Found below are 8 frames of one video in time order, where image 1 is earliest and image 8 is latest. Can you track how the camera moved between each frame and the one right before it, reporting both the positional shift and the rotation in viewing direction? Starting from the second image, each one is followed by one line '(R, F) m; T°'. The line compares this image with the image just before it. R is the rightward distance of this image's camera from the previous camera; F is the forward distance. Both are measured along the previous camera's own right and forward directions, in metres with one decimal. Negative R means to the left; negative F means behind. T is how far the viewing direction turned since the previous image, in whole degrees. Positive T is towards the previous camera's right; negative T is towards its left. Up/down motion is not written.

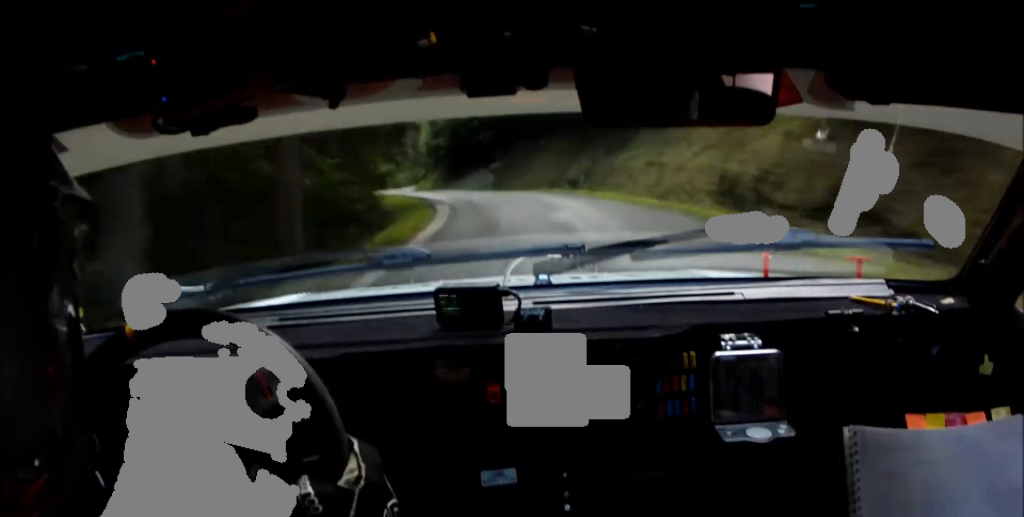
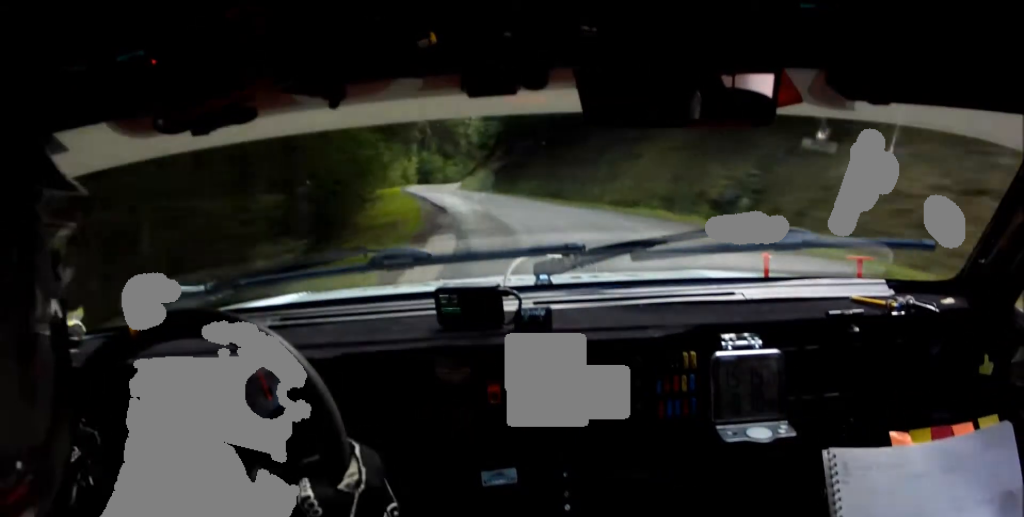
(-0.3, +17.5) m; -2°
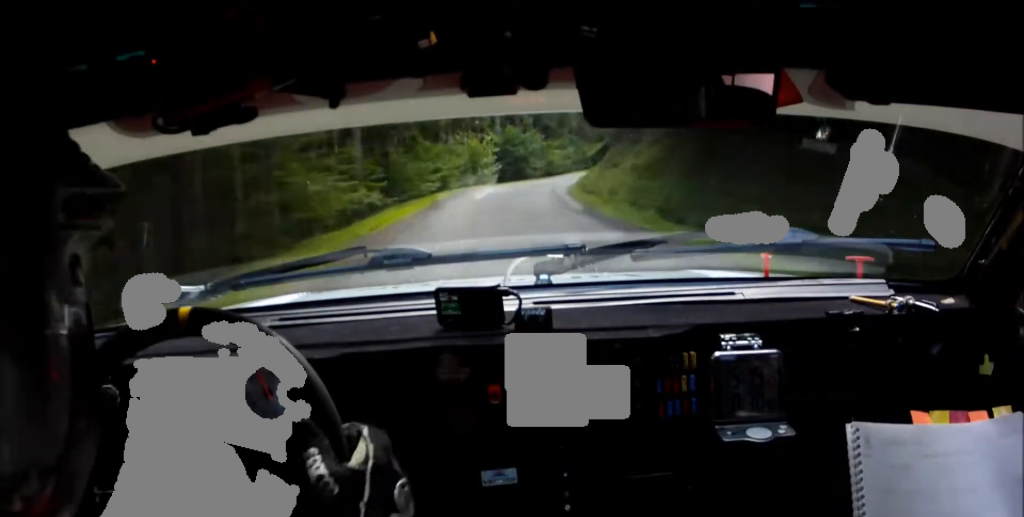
(-1.5, +39.4) m; -5°
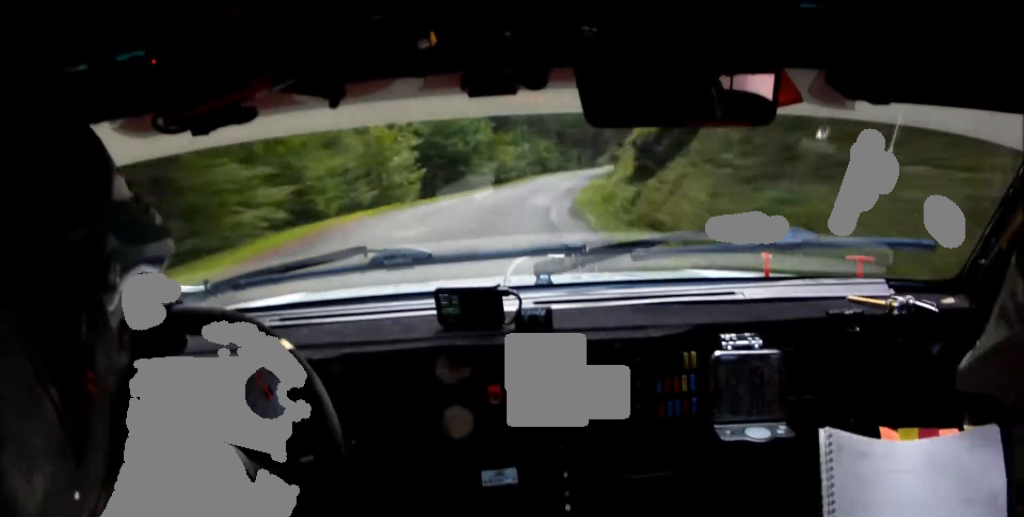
(-0.7, +22.5) m; -2°
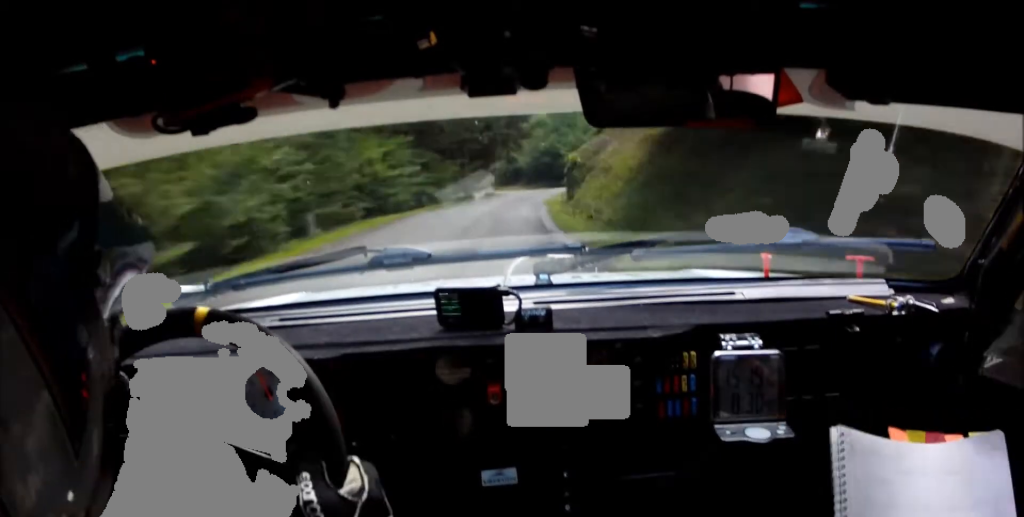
(+0.4, +42.7) m; +4°
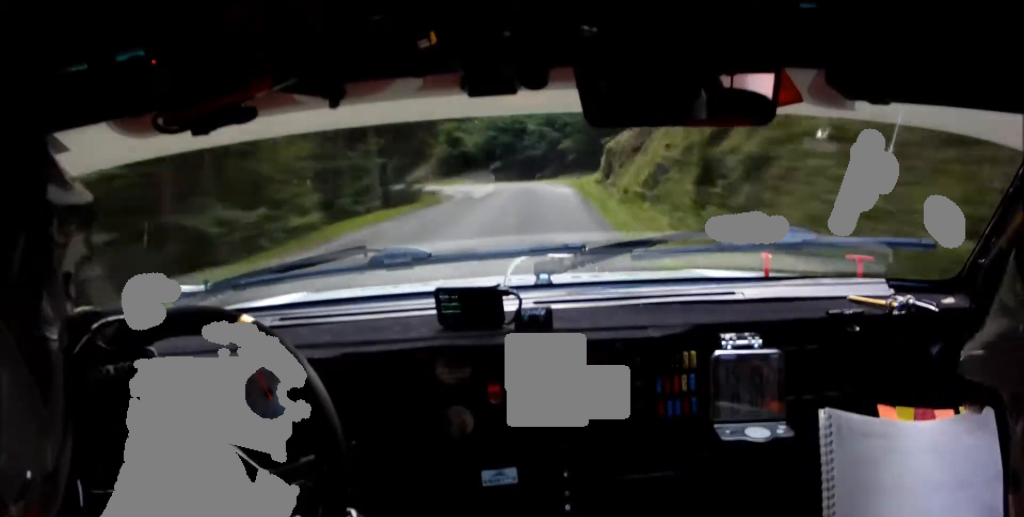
(+0.9, +27.0) m; +4°
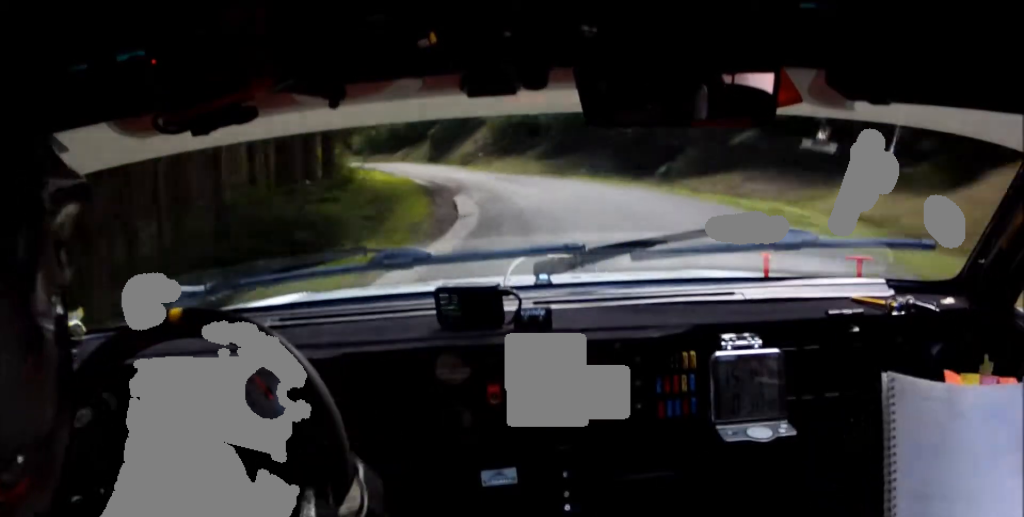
(+1.2, +29.2) m; 0°
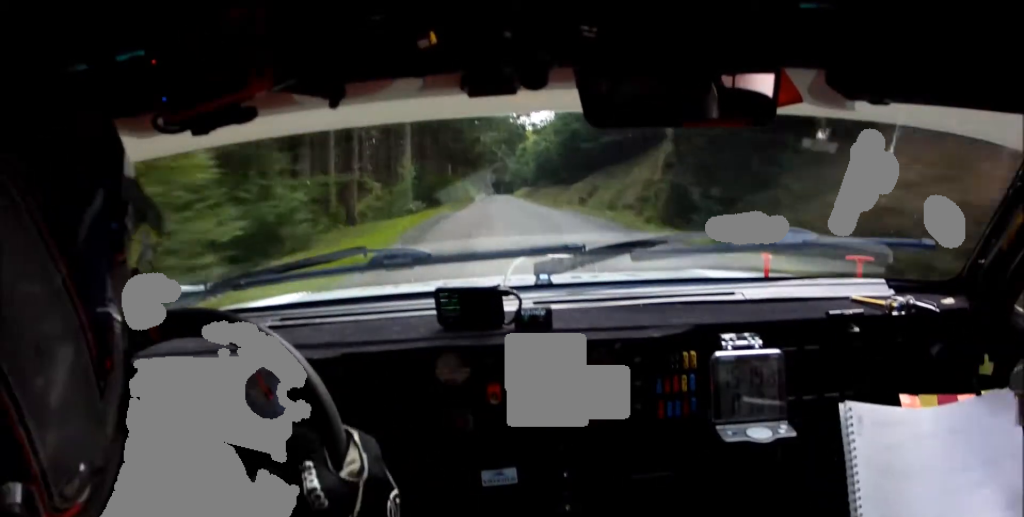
(-6.3, +50.0) m; -13°
